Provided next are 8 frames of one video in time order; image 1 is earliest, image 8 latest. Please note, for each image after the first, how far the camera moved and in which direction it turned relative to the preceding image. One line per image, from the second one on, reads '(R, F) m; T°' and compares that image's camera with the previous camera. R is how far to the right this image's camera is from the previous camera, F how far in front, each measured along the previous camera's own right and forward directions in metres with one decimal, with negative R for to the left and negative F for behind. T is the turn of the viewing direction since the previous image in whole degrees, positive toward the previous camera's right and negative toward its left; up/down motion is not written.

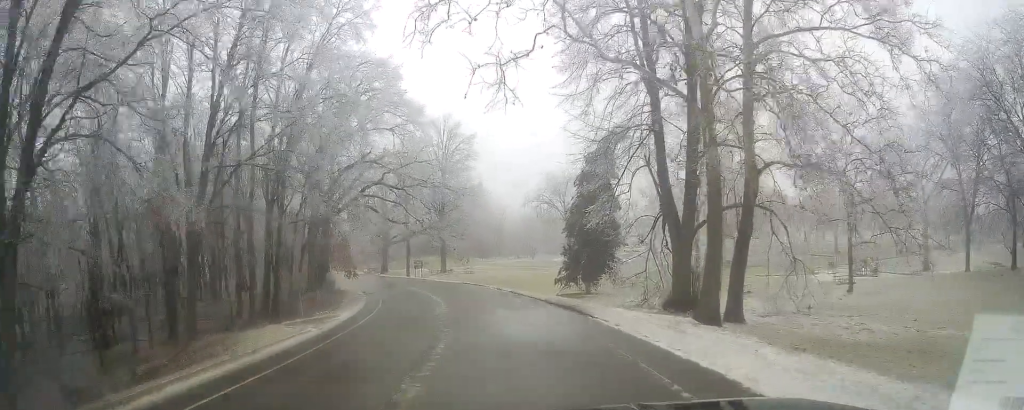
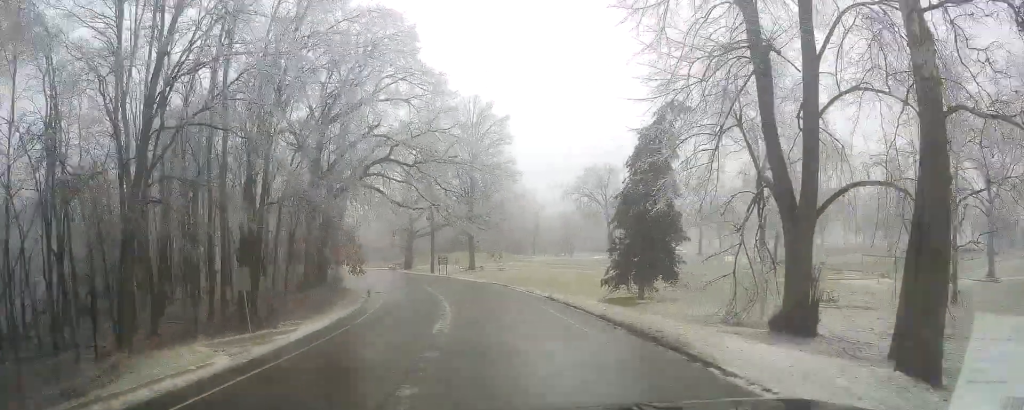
(-0.5, +9.6) m; -3°
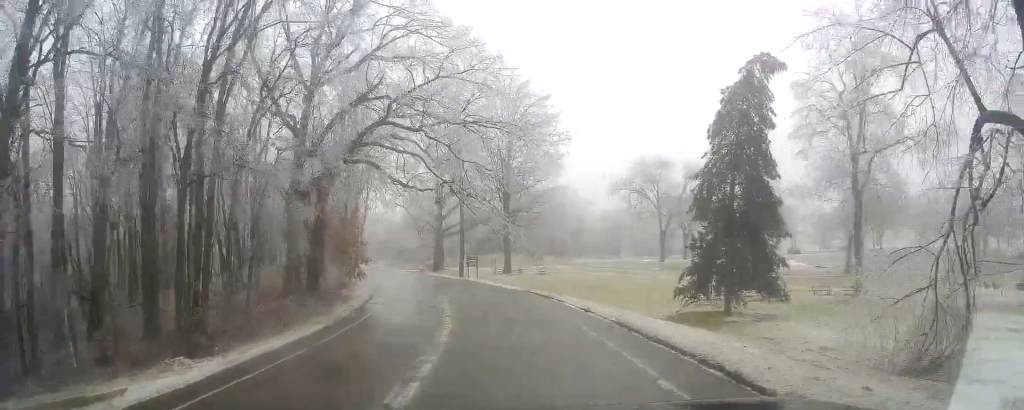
(-0.2, +11.4) m; -1°
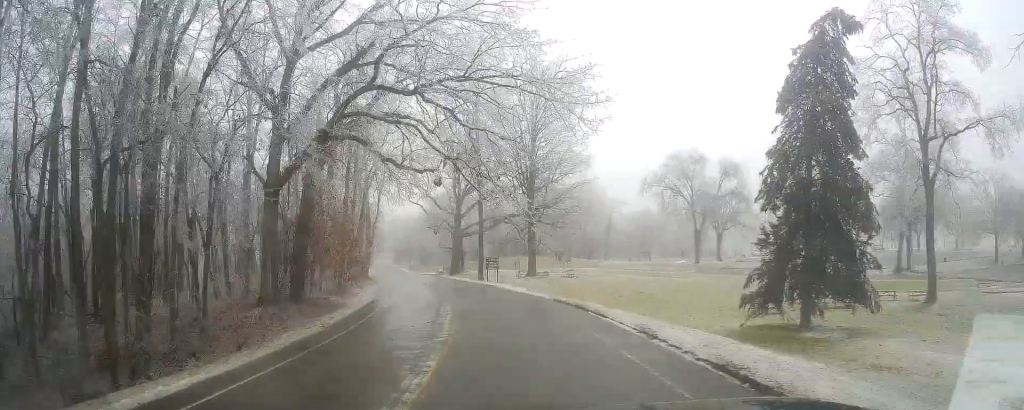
(0.0, +6.8) m; -2°
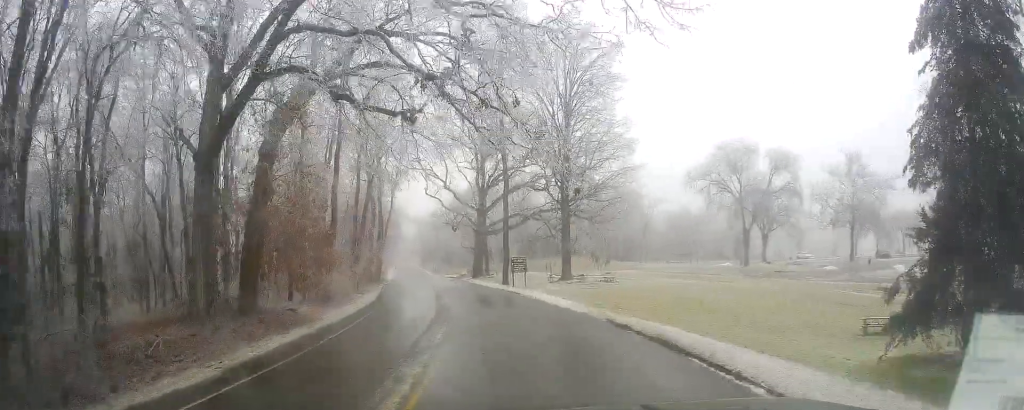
(-0.2, +9.3) m; -4°
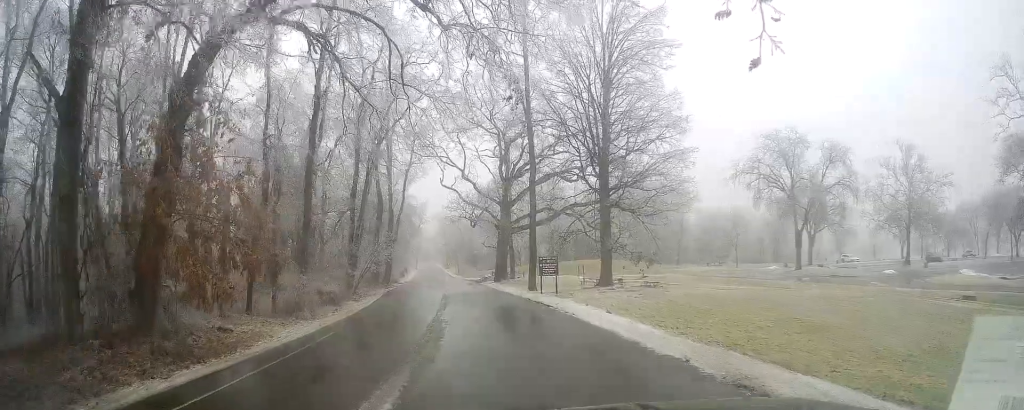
(-0.5, +9.0) m; -5°
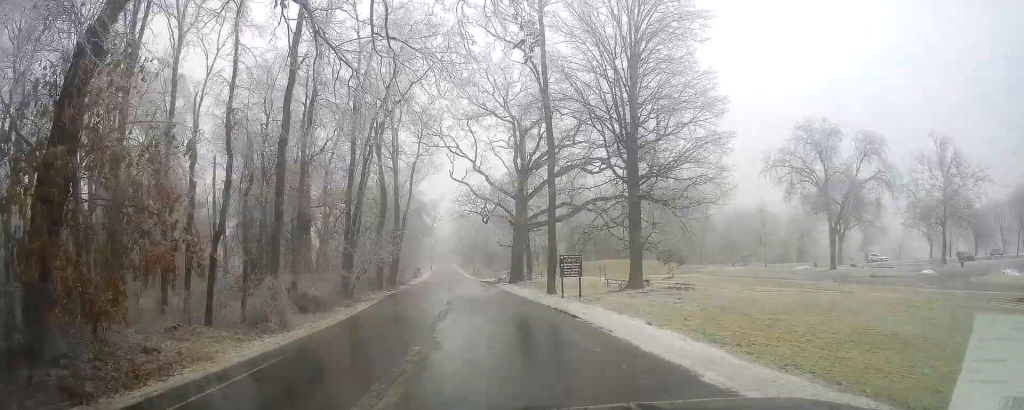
(-0.2, +5.4) m; -2°
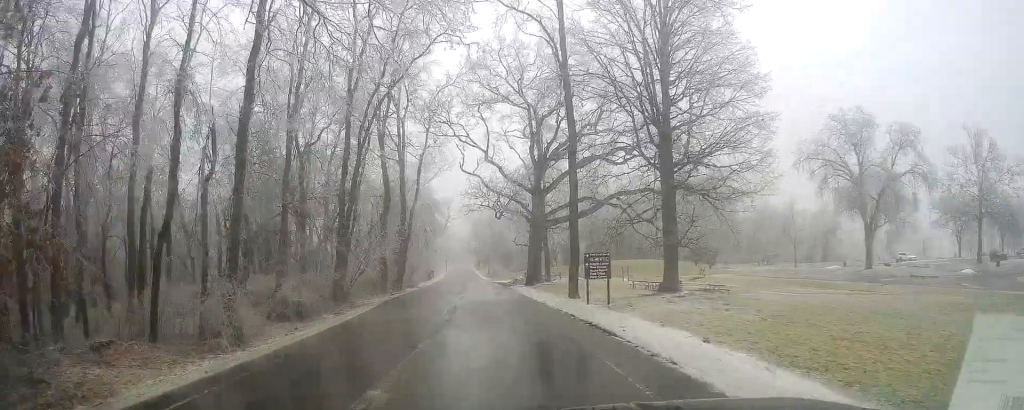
(0.0, +5.0) m; -2°
